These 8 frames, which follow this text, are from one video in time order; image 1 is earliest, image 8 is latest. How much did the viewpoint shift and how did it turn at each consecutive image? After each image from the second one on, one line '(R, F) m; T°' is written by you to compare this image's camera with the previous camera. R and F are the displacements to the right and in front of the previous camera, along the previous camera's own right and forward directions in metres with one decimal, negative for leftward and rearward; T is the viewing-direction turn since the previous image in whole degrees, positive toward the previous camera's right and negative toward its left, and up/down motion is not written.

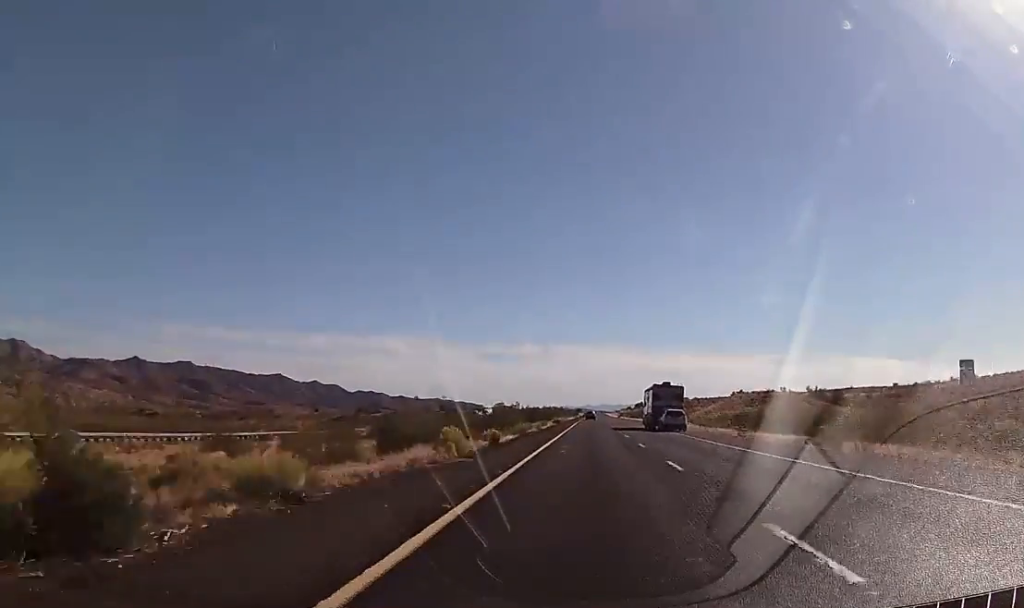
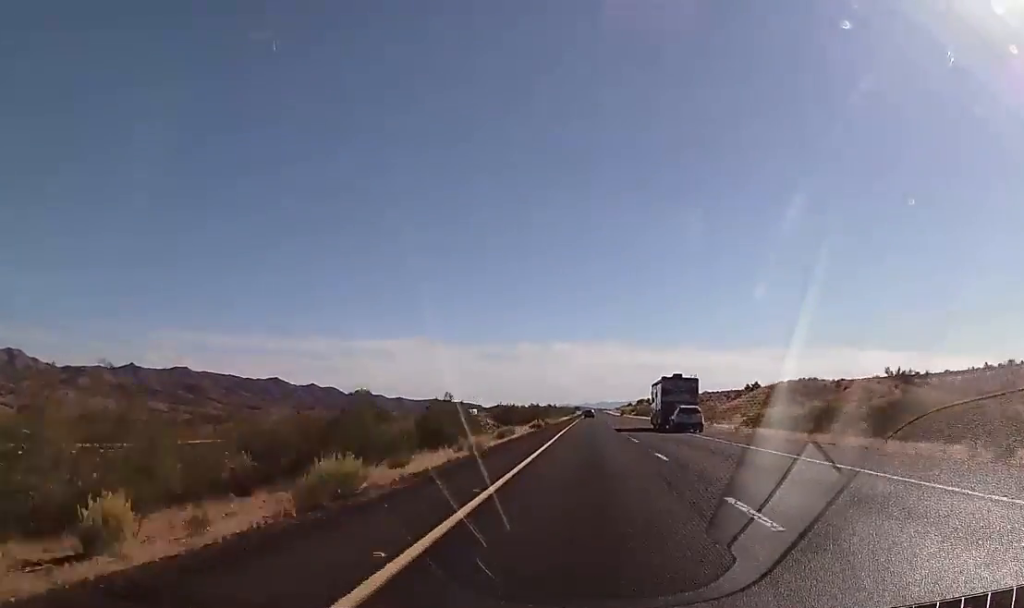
(0.0, +34.1) m; 0°
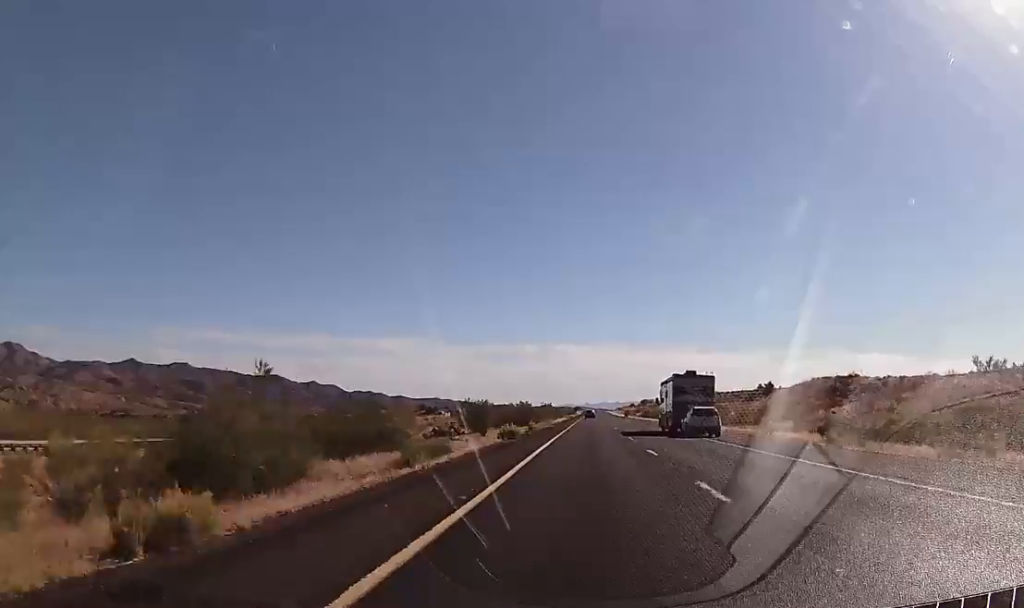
(0.0, +21.4) m; 0°
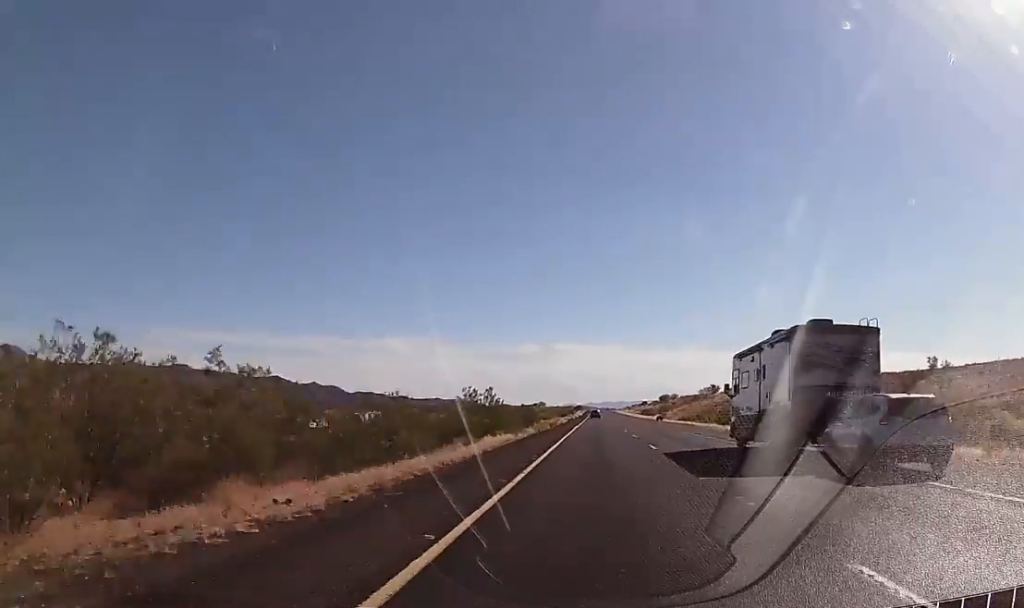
(-0.5, +93.2) m; 0°
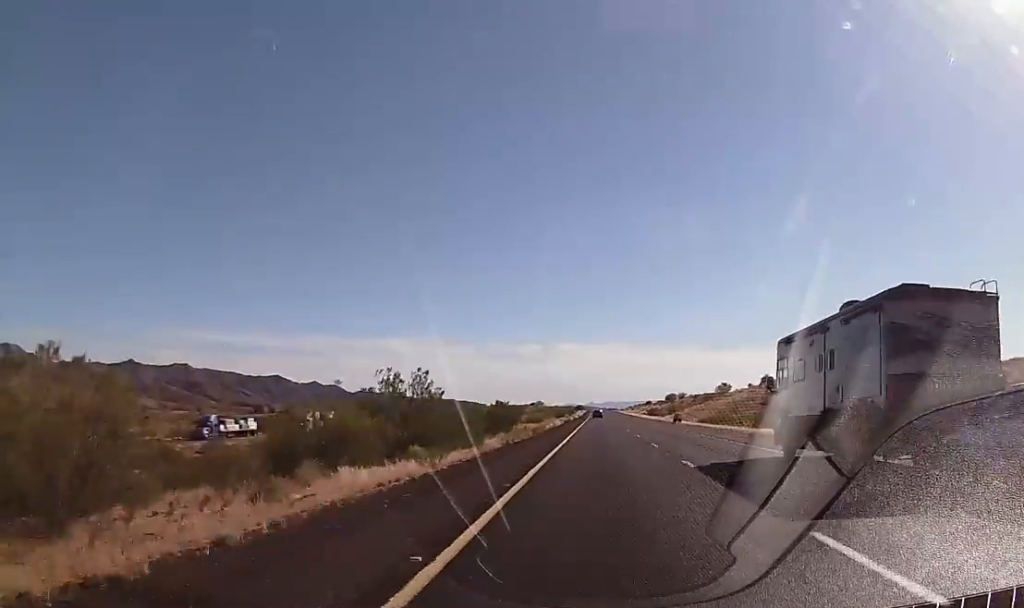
(+0.4, +22.7) m; 0°
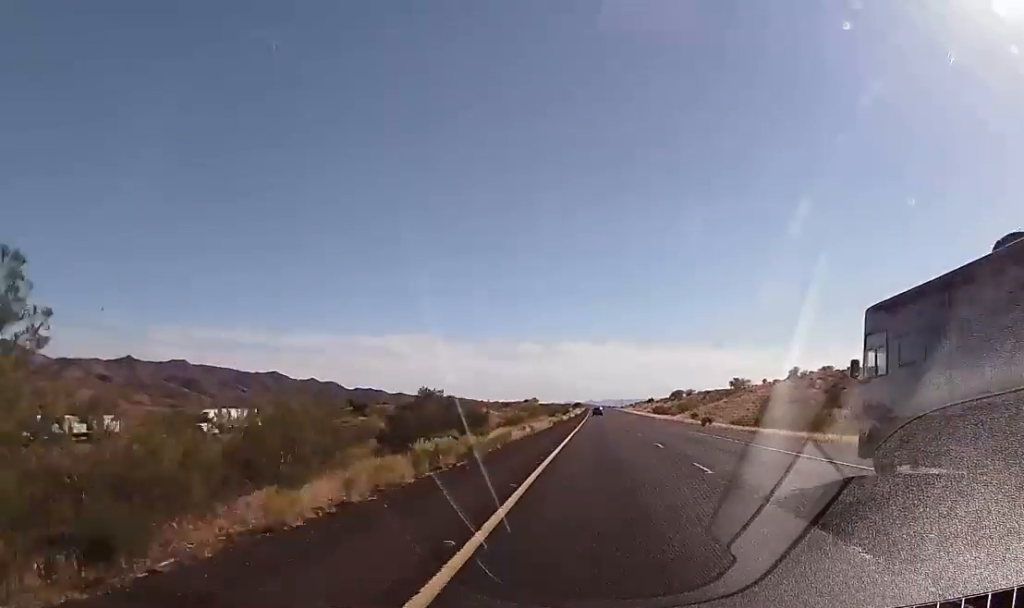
(-0.3, +25.2) m; -1°
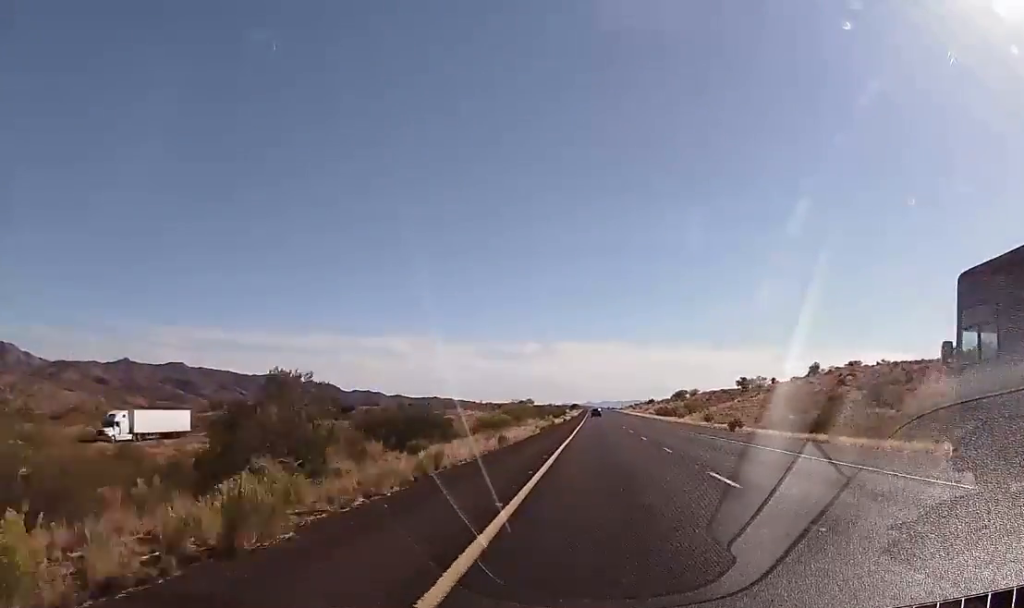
(0.0, +15.1) m; 0°
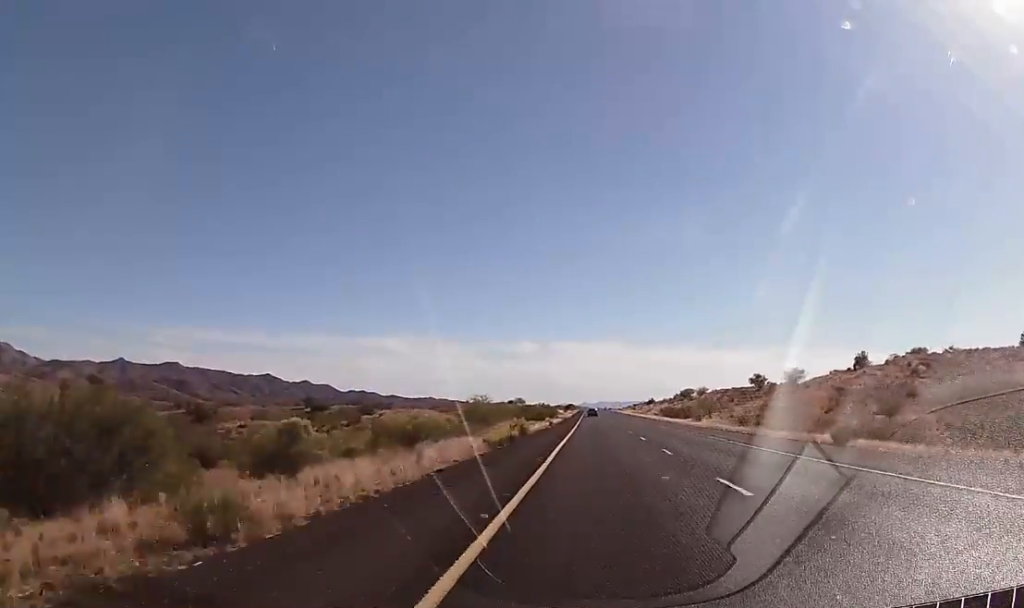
(-0.3, +25.3) m; 0°
